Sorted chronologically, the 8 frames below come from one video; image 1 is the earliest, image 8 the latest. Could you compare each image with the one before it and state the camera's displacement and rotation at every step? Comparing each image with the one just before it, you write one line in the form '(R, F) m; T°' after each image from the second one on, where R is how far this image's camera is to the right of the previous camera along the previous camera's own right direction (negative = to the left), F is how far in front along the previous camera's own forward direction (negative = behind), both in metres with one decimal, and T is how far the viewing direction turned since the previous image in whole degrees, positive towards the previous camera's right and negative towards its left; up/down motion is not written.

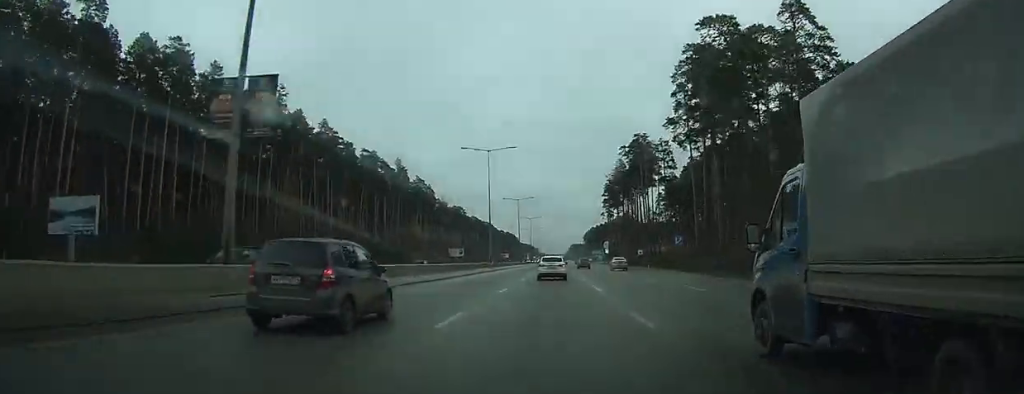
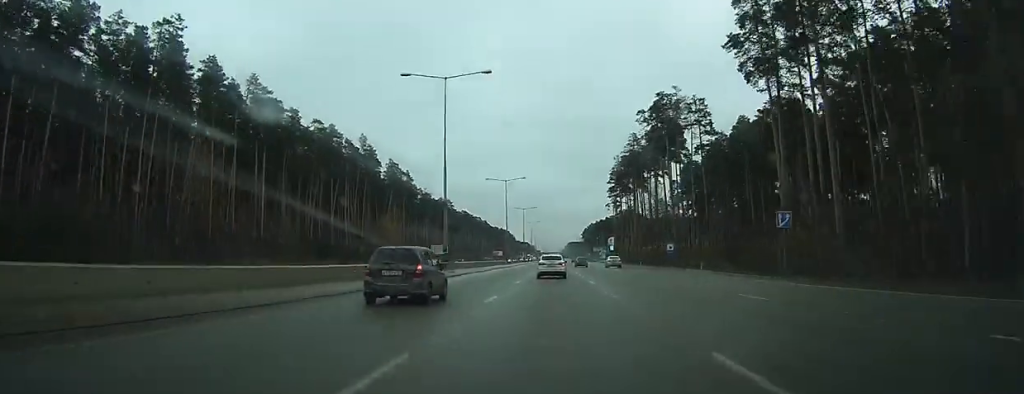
(+0.4, +30.7) m; -2°
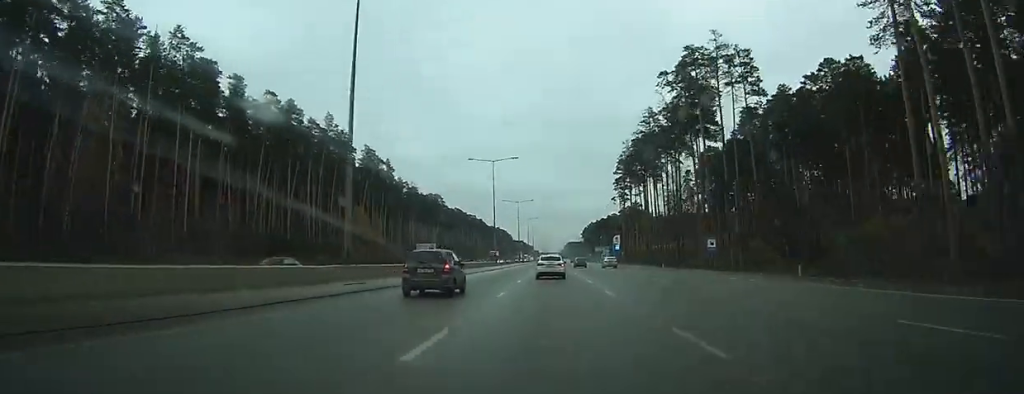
(-0.9, +21.6) m; -1°
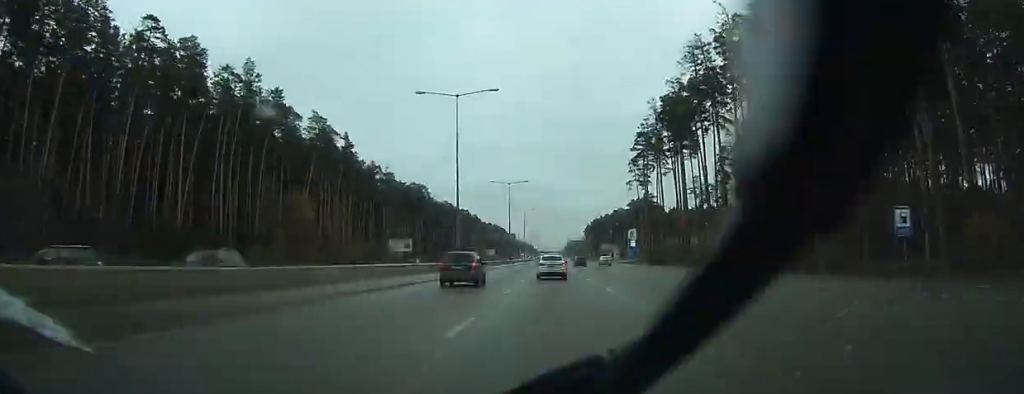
(-0.7, +34.0) m; -1°
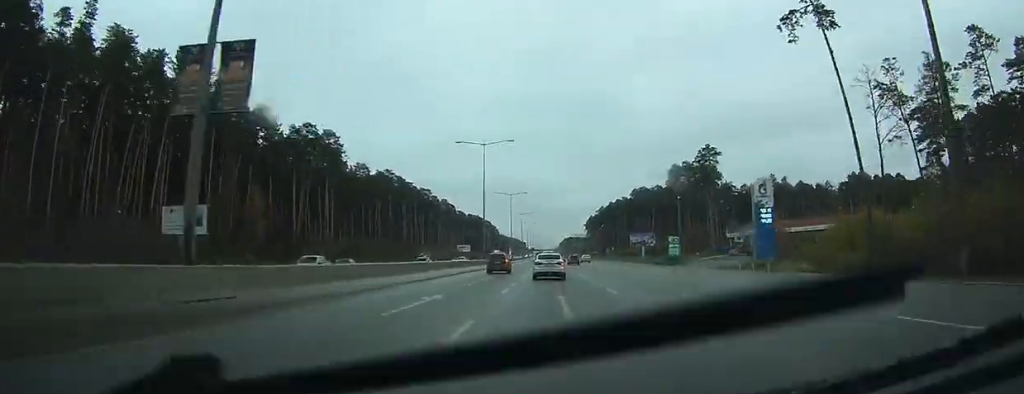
(-0.4, +97.2) m; 0°
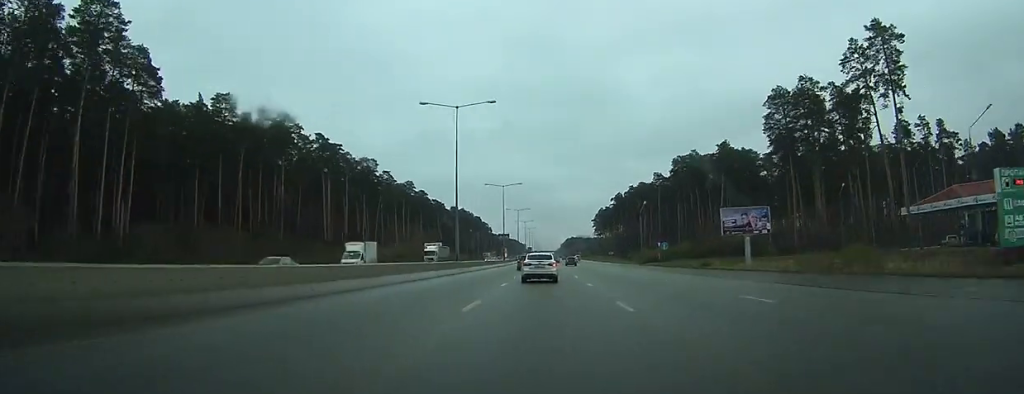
(+0.4, +78.2) m; +1°
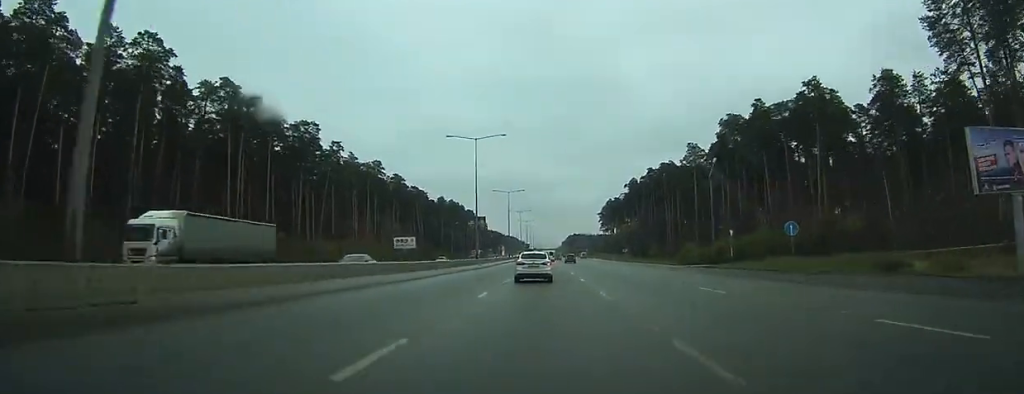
(0.0, +44.2) m; 0°
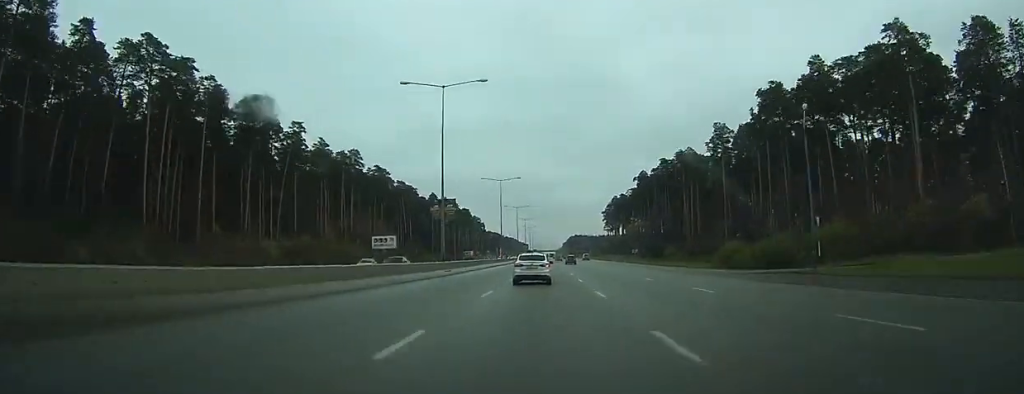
(-0.1, +22.8) m; 0°
